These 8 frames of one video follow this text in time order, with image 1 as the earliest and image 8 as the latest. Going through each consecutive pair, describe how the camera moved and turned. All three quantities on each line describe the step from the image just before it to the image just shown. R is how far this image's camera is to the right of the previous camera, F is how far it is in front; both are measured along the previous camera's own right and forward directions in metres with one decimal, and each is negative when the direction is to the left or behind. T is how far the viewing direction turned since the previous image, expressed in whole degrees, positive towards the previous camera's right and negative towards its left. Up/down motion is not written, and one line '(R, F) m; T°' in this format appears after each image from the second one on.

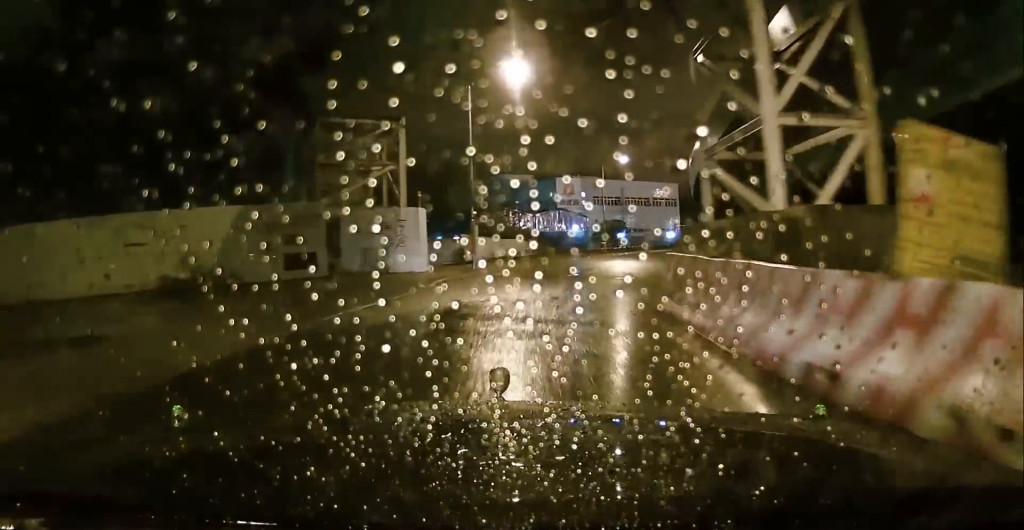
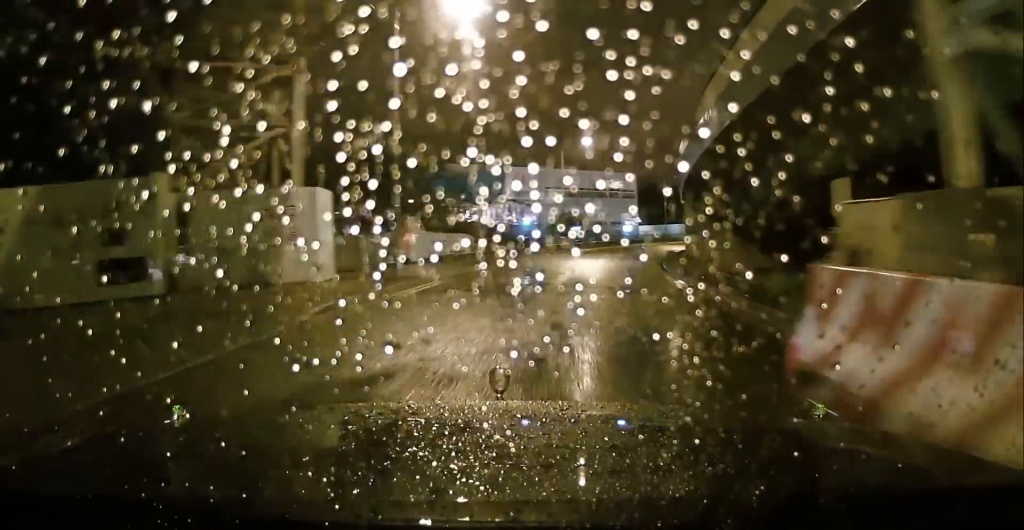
(0.0, +8.3) m; +1°
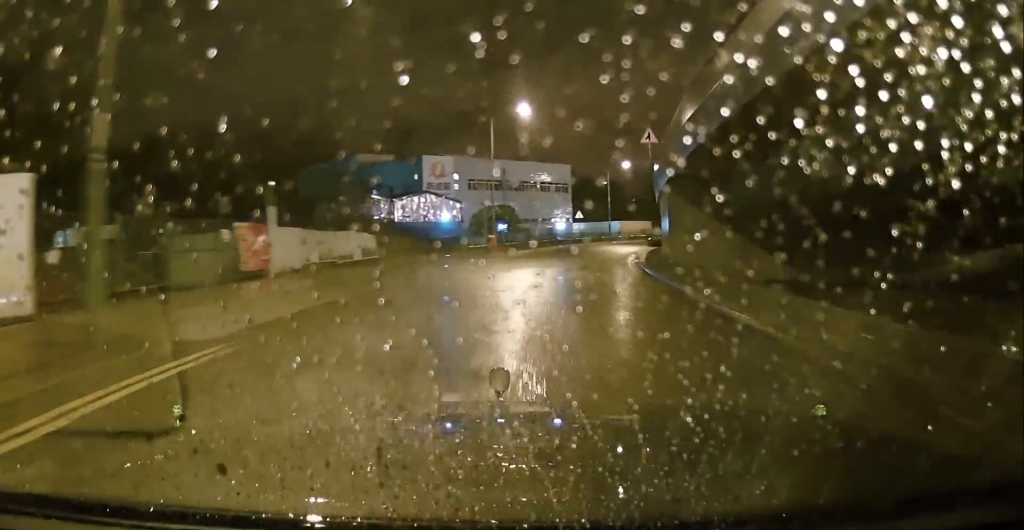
(+0.4, +12.0) m; +6°
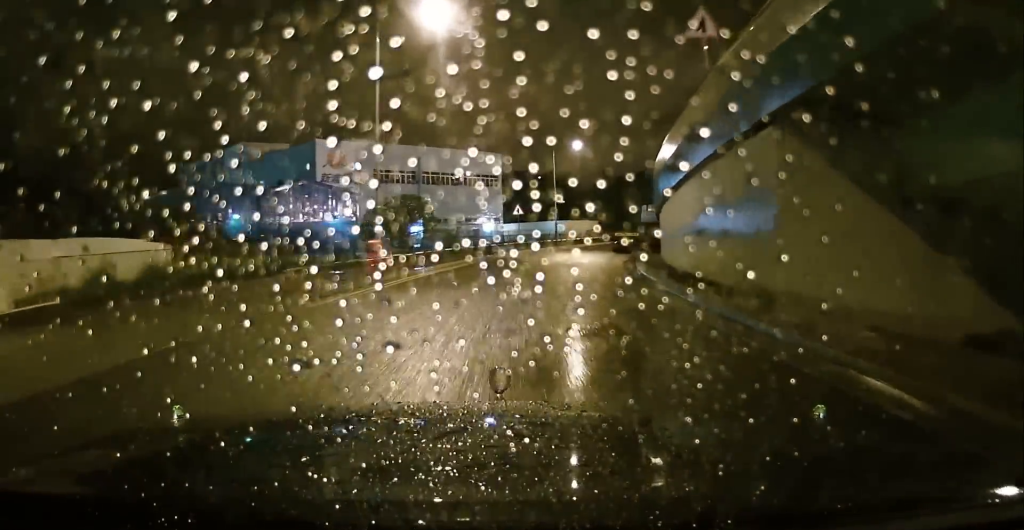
(+1.6, +17.3) m; +11°
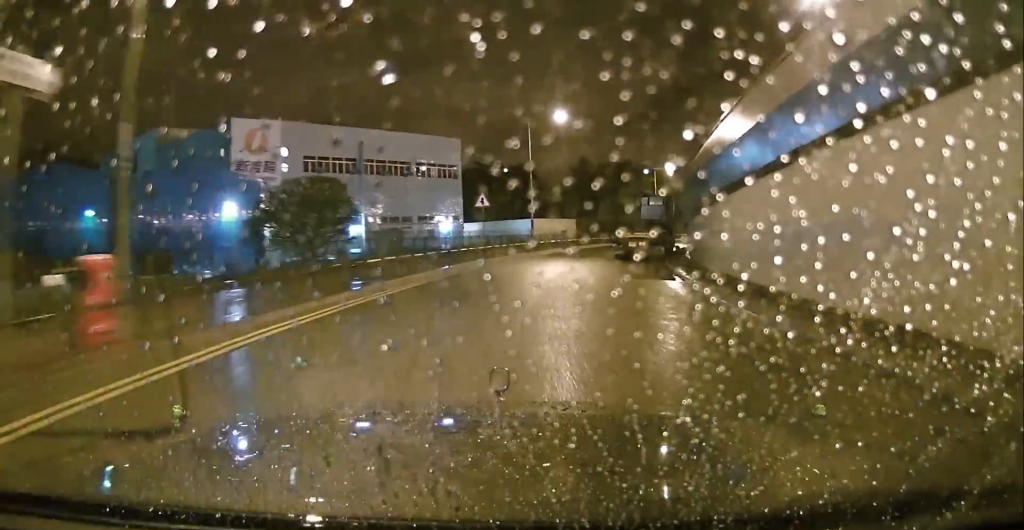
(+1.2, +13.3) m; +7°
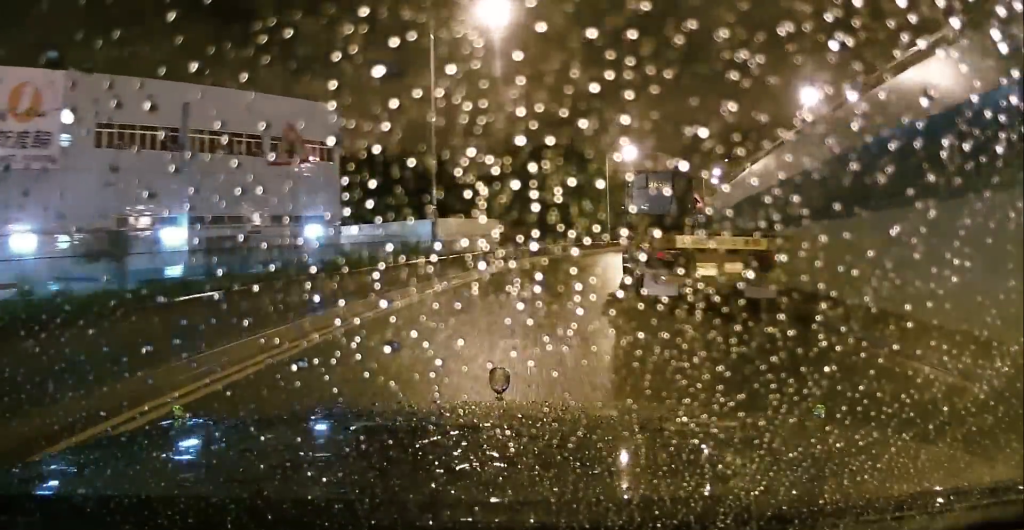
(+0.1, +21.1) m; +4°
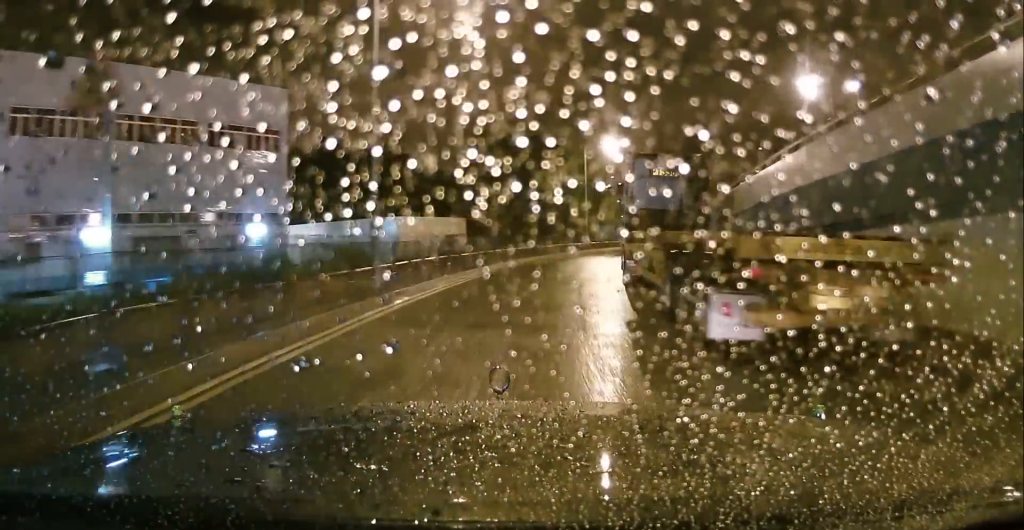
(-0.1, +5.5) m; +3°
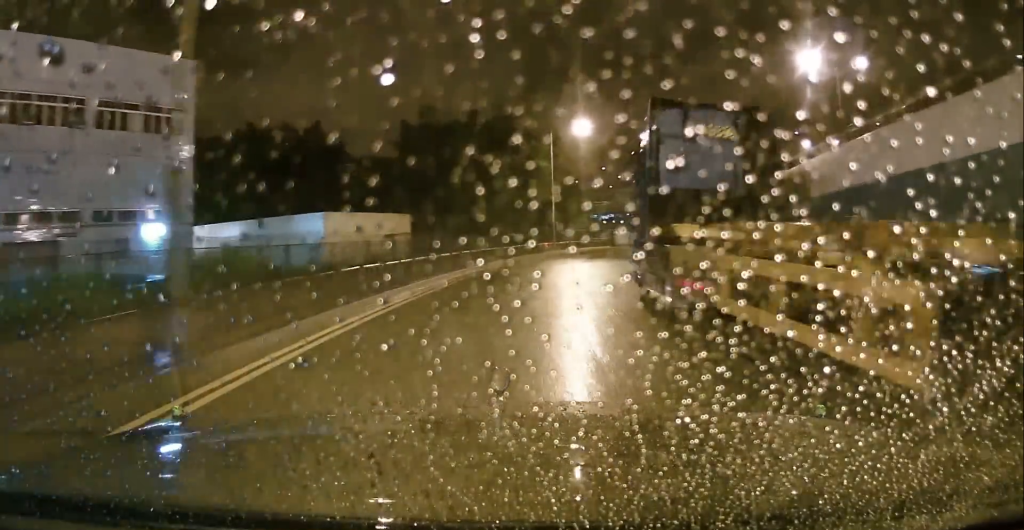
(+0.6, +8.1) m; +5°
